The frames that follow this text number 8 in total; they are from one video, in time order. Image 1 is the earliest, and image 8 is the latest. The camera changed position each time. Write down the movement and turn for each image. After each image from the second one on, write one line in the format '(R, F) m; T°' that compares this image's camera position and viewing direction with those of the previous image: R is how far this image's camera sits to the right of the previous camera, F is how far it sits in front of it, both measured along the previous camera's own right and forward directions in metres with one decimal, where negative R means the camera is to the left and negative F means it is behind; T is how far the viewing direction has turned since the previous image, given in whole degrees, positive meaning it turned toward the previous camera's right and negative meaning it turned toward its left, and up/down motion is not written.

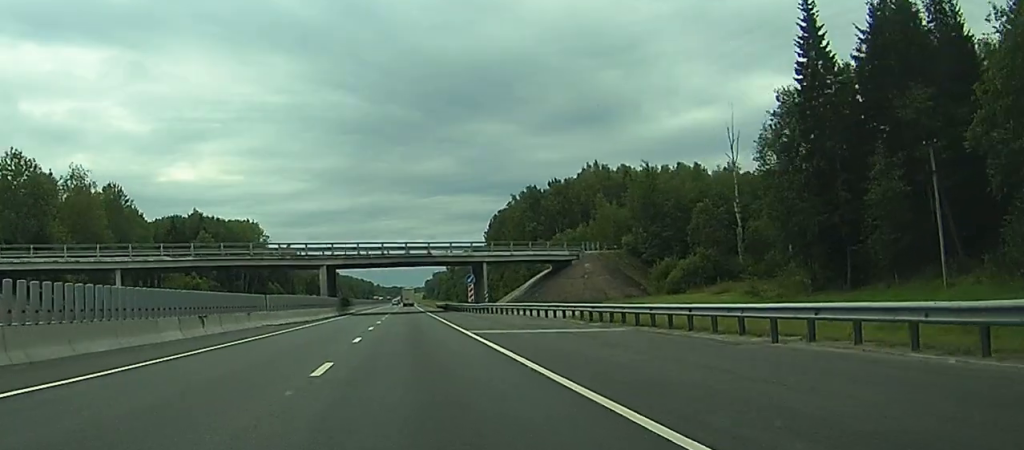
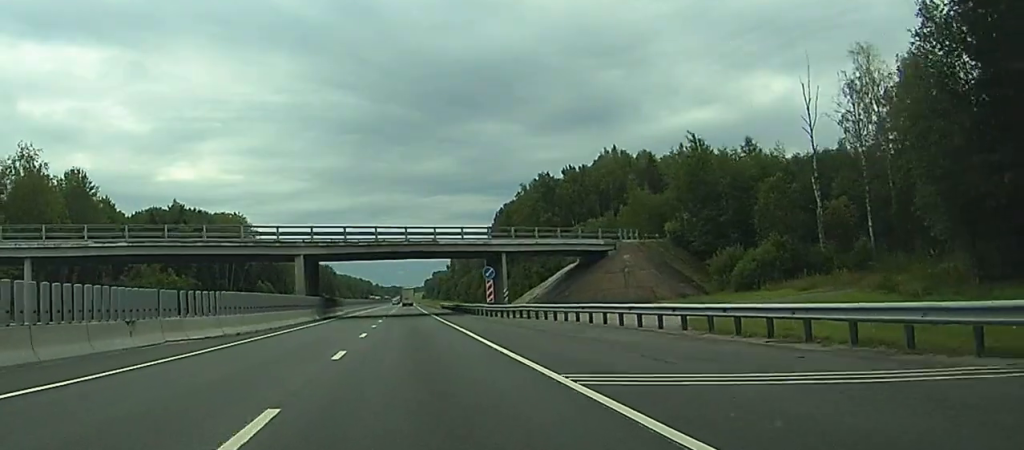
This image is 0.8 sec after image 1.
(0.0, +19.7) m; 0°
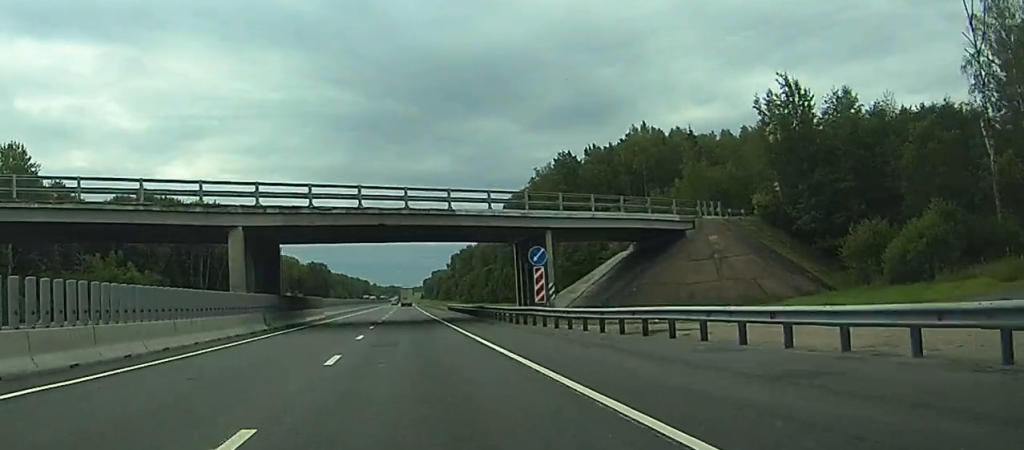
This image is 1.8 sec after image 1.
(0.0, +25.8) m; 0°
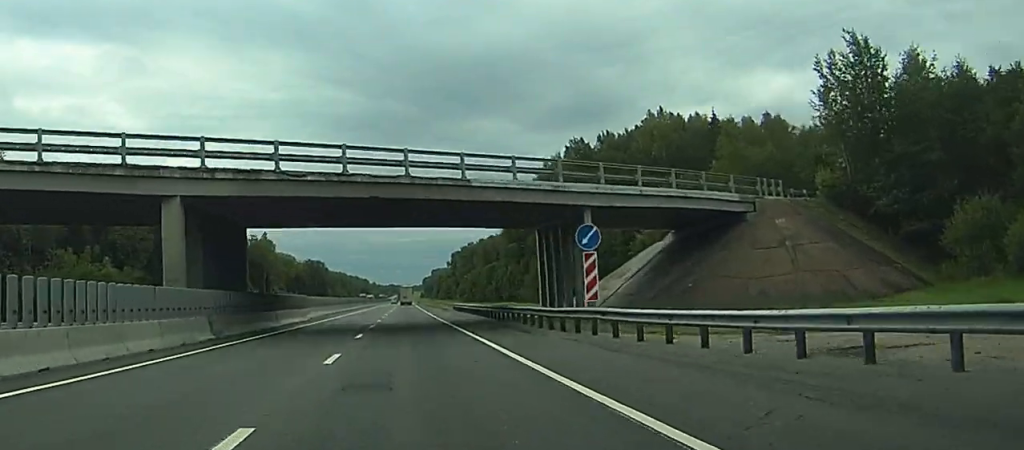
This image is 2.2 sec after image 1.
(-0.1, +12.0) m; 0°
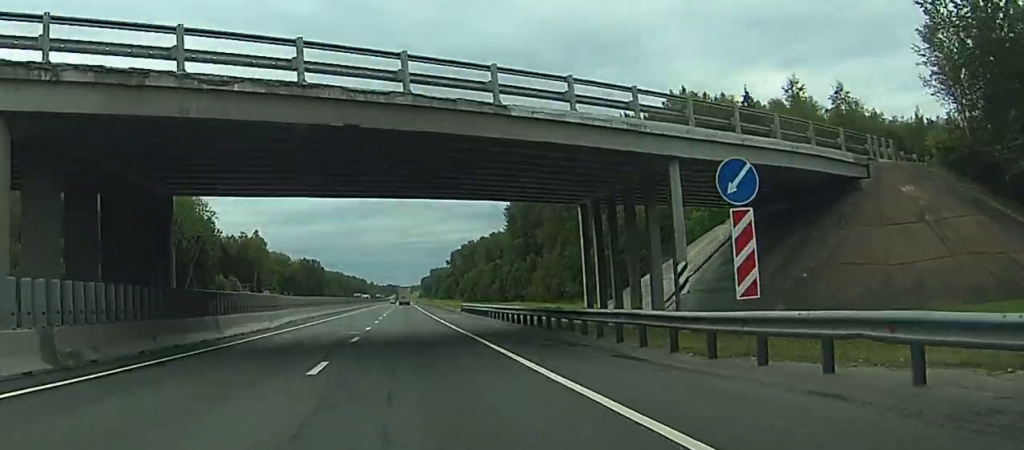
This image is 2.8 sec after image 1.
(0.0, +14.6) m; 0°
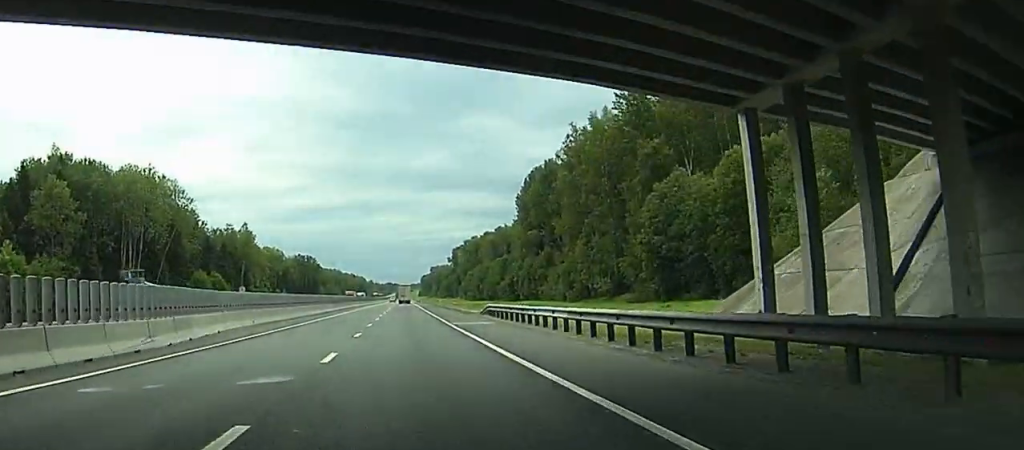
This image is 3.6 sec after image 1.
(+0.1, +21.5) m; 0°
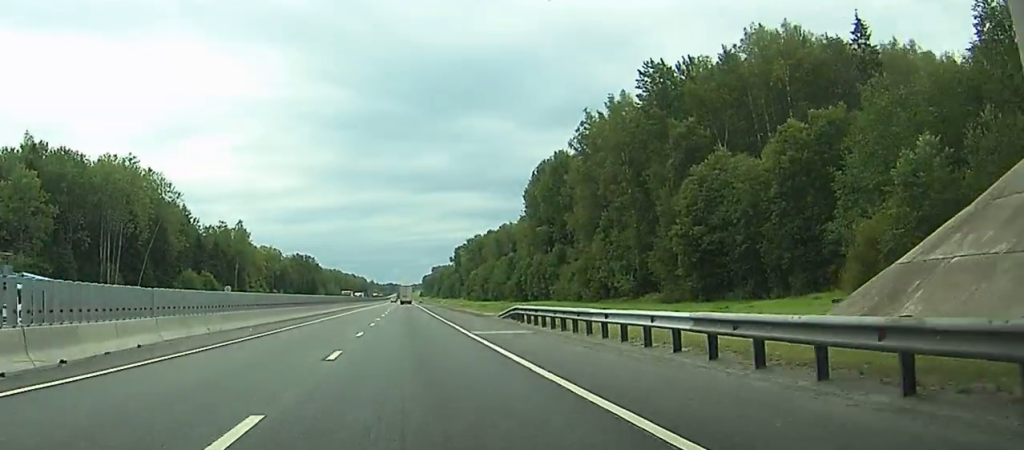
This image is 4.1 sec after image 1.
(0.0, +11.2) m; 0°
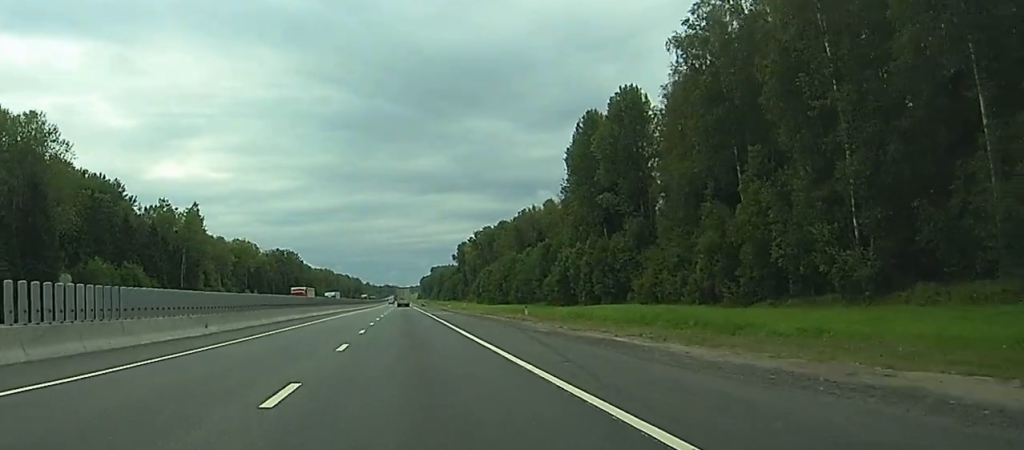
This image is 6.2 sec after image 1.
(+0.4, +56.0) m; +1°
